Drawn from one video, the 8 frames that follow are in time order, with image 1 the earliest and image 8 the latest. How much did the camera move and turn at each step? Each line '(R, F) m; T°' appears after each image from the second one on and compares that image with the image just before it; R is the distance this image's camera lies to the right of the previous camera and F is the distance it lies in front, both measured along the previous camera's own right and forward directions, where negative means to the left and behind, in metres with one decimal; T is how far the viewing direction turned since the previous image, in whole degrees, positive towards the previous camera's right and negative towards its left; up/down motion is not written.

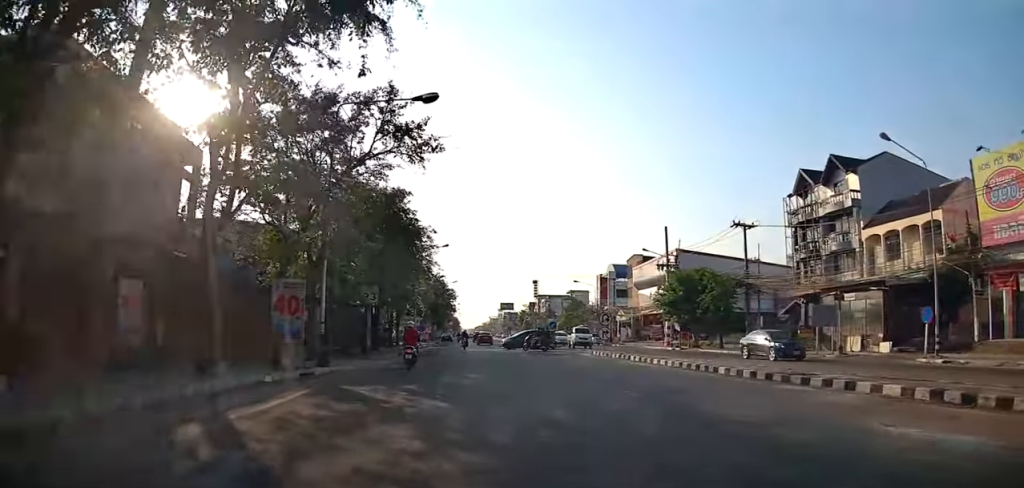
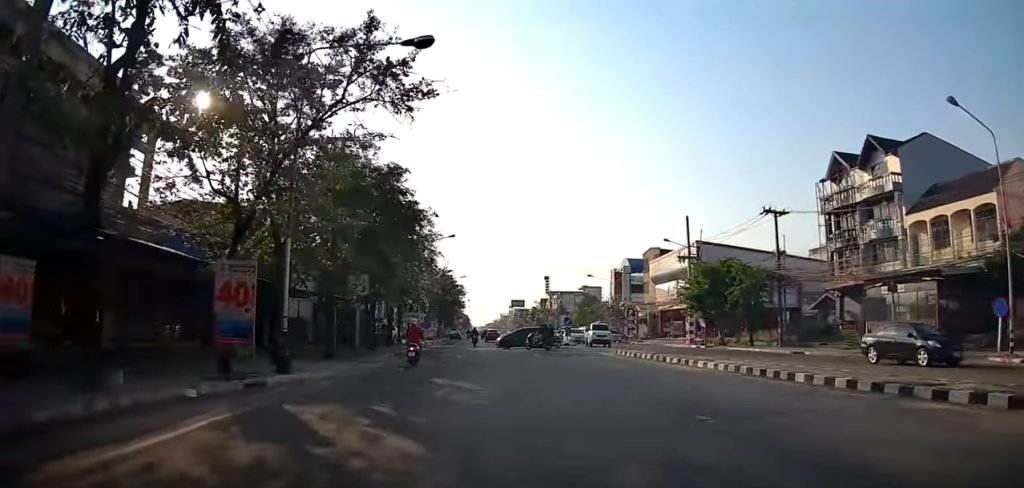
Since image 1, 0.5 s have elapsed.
(0.0, +3.9) m; -2°
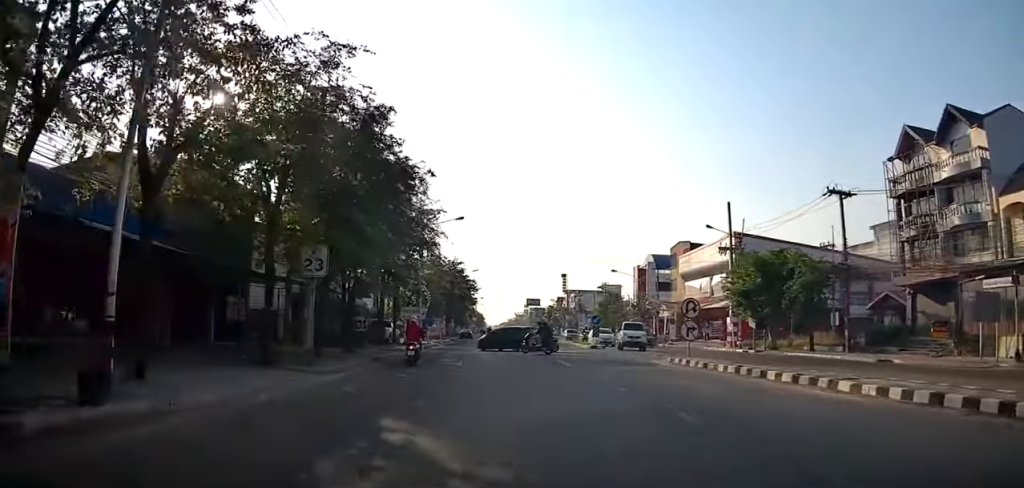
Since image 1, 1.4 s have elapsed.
(-0.4, +7.3) m; -1°
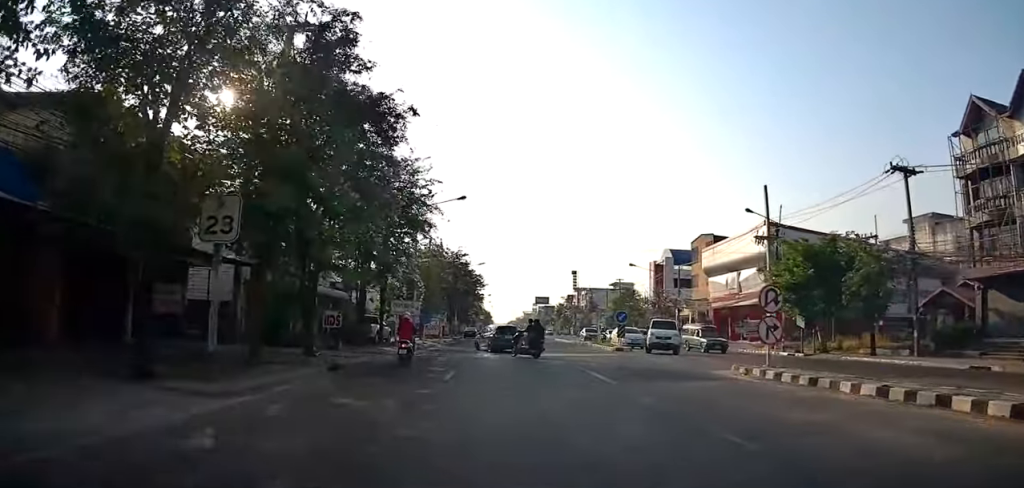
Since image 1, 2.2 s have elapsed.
(+0.2, +6.2) m; +1°
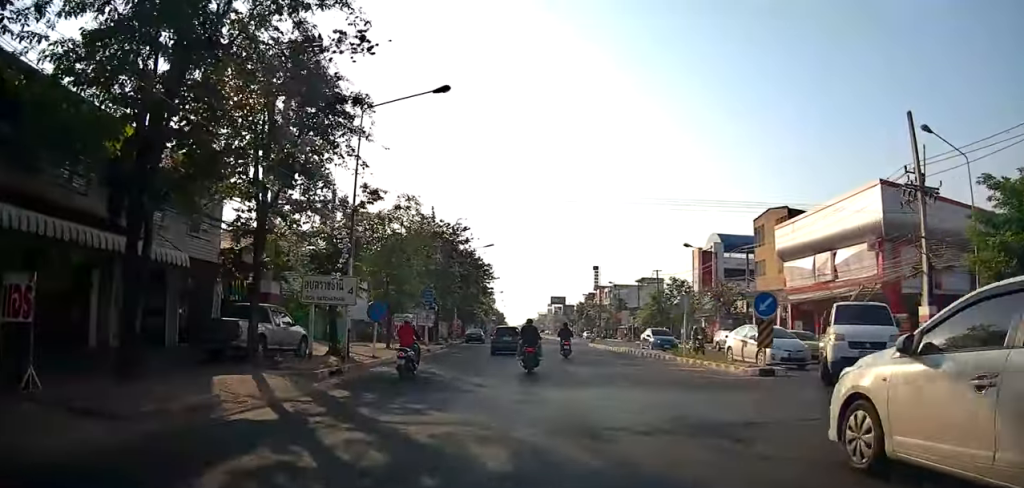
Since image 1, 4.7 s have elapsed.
(-0.4, +17.0) m; +1°
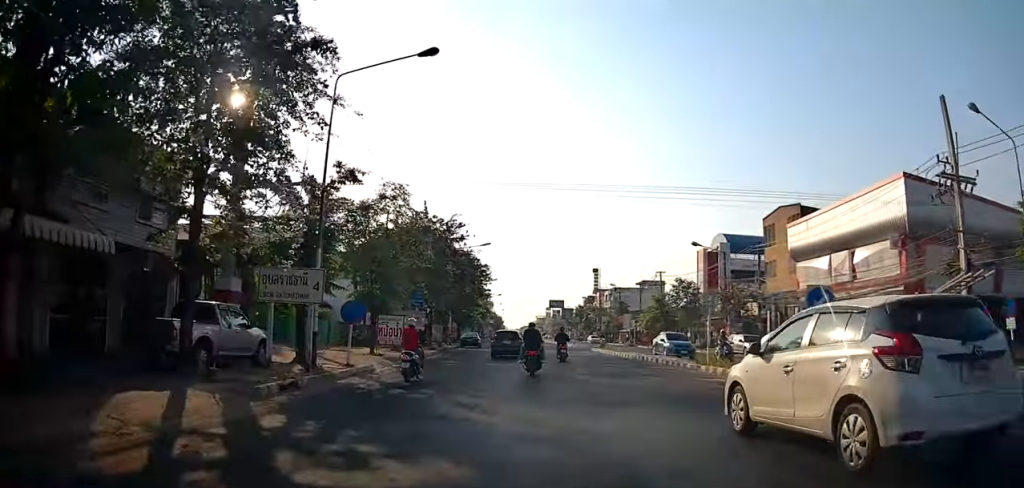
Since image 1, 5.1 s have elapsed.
(+0.3, +3.0) m; 0°
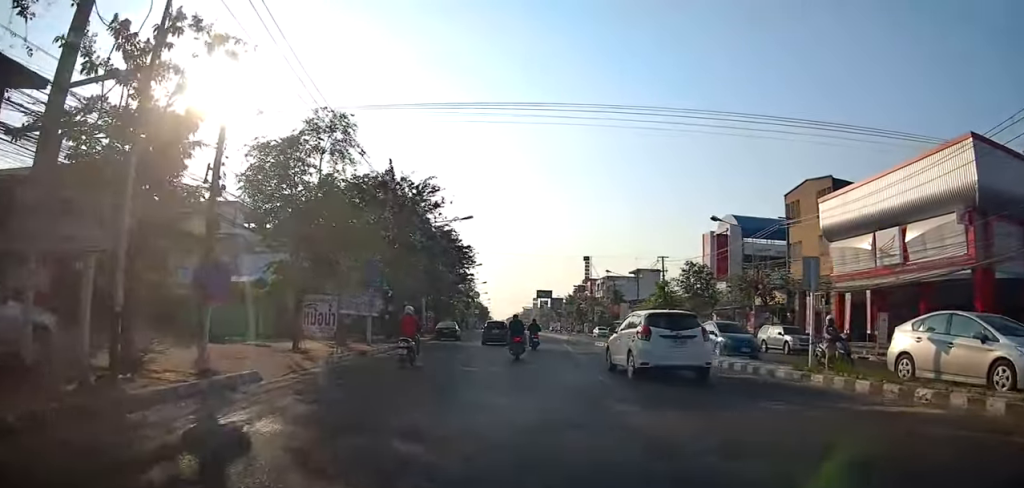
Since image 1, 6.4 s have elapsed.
(-0.4, +7.7) m; -5°
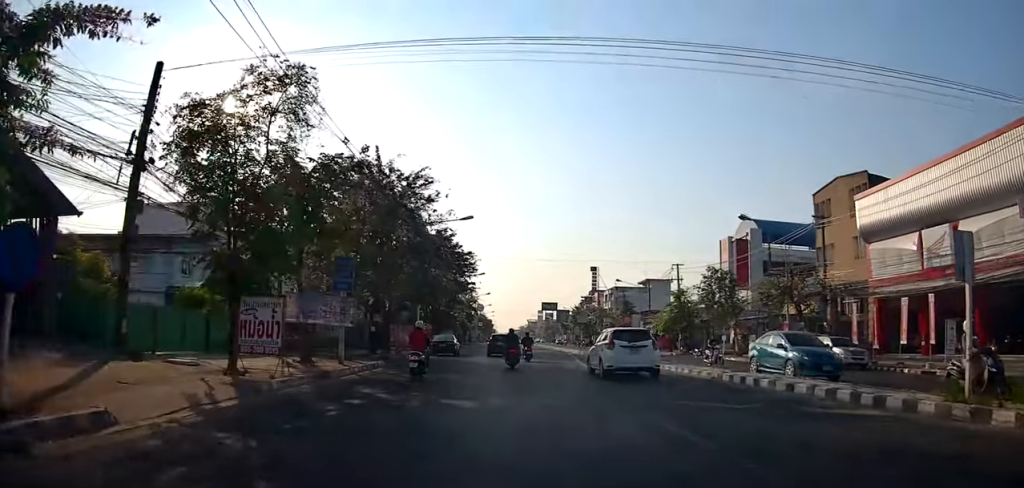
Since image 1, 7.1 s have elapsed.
(0.0, +4.6) m; +2°
